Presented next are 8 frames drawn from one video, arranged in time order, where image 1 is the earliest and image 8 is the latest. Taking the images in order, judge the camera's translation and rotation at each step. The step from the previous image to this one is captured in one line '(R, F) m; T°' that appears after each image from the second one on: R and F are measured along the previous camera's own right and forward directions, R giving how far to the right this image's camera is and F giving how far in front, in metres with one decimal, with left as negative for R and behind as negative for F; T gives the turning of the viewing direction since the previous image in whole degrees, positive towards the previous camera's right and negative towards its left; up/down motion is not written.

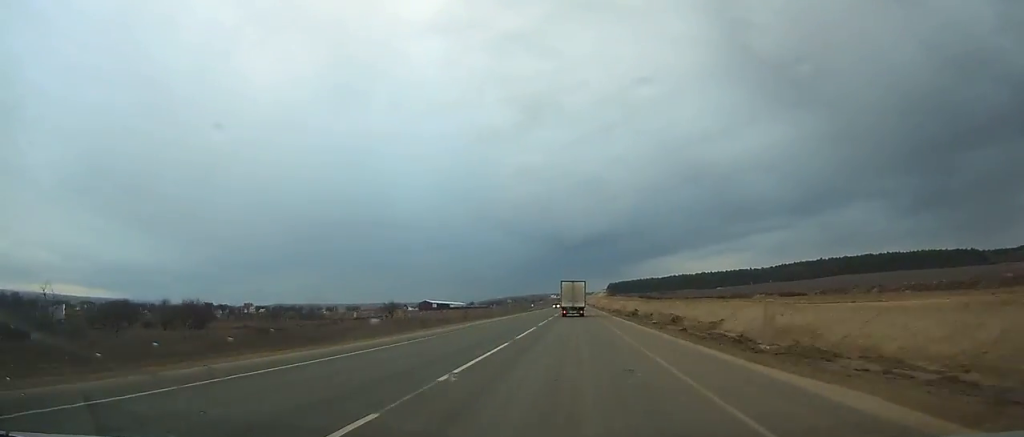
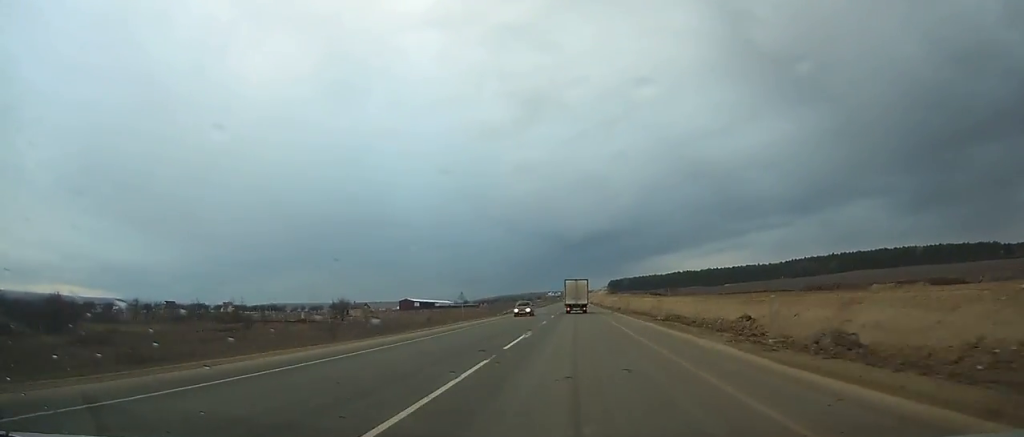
(0.0, +41.9) m; 0°
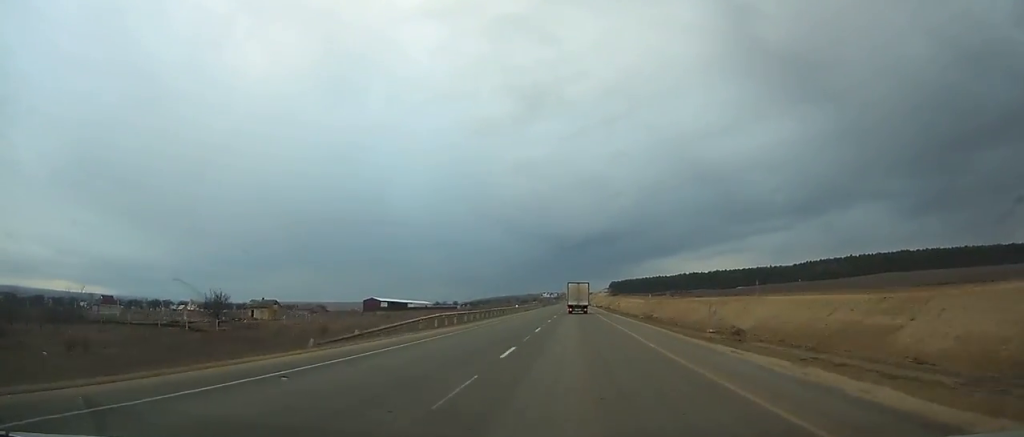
(+0.1, +57.9) m; 0°
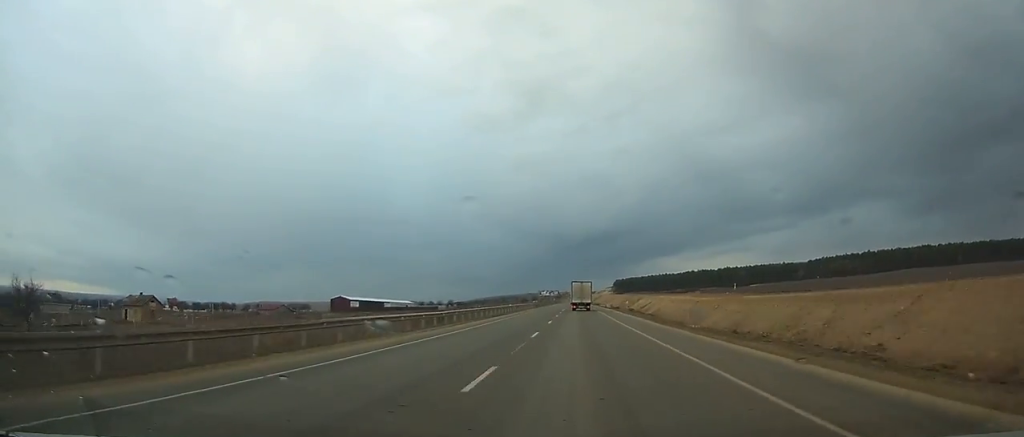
(0.0, +42.6) m; 0°
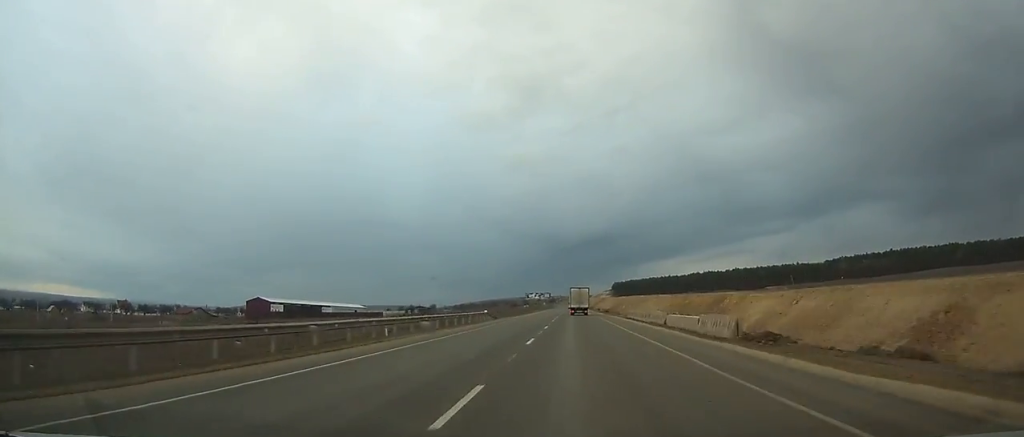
(+0.2, +64.0) m; 0°
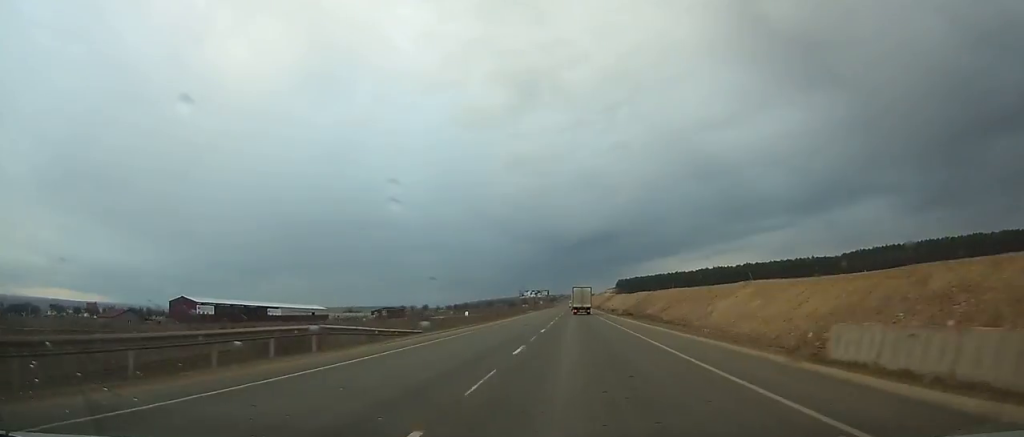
(0.0, +39.3) m; 0°
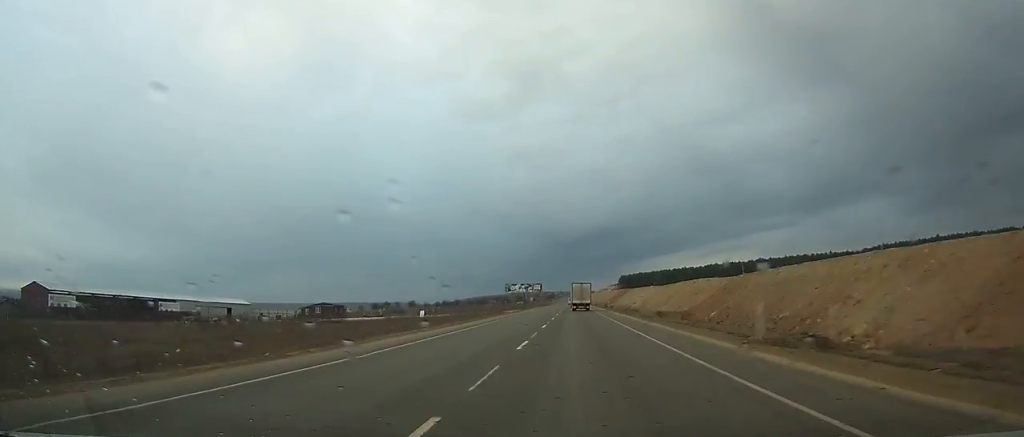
(-0.1, +46.2) m; 0°
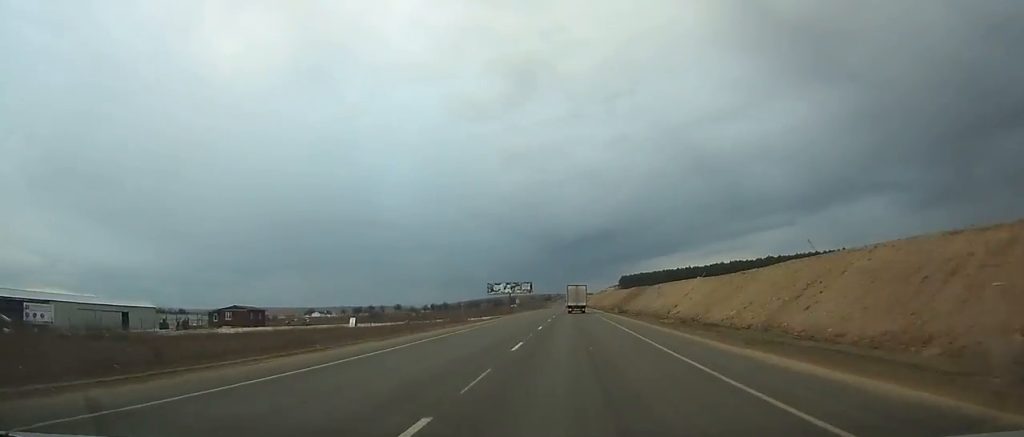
(+0.2, +36.2) m; 0°
